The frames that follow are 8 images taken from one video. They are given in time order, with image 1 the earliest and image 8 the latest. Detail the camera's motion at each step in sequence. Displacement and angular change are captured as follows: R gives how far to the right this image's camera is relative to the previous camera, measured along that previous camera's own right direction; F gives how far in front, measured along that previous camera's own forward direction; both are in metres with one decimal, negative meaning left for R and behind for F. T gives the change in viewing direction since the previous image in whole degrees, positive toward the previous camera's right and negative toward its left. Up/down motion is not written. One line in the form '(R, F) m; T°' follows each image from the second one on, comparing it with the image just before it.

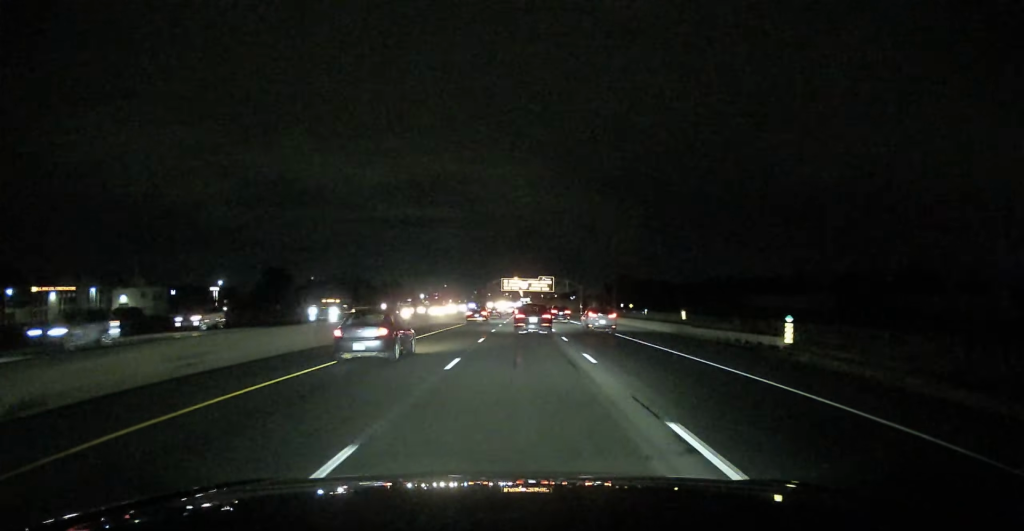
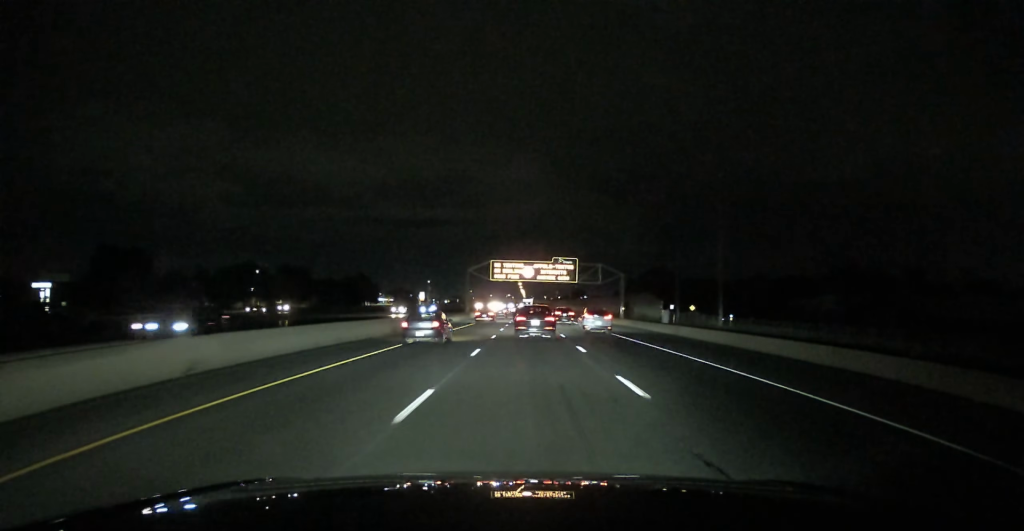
(-0.1, +69.9) m; 0°
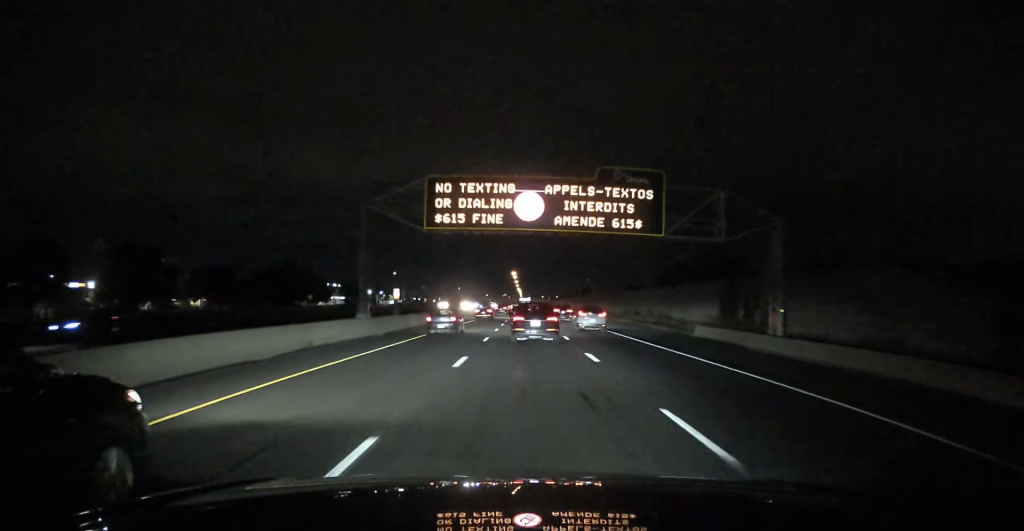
(-0.3, +44.2) m; 0°
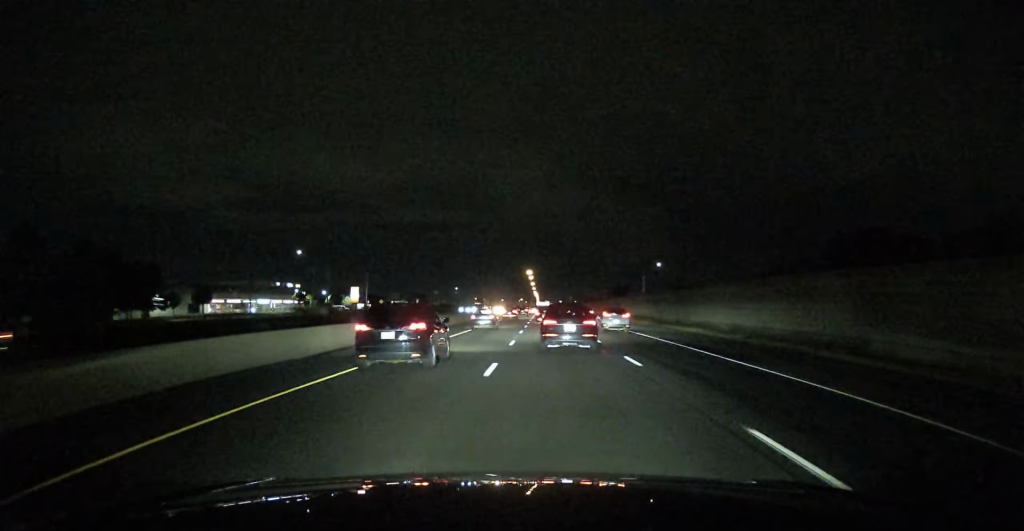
(-0.1, +73.5) m; 0°
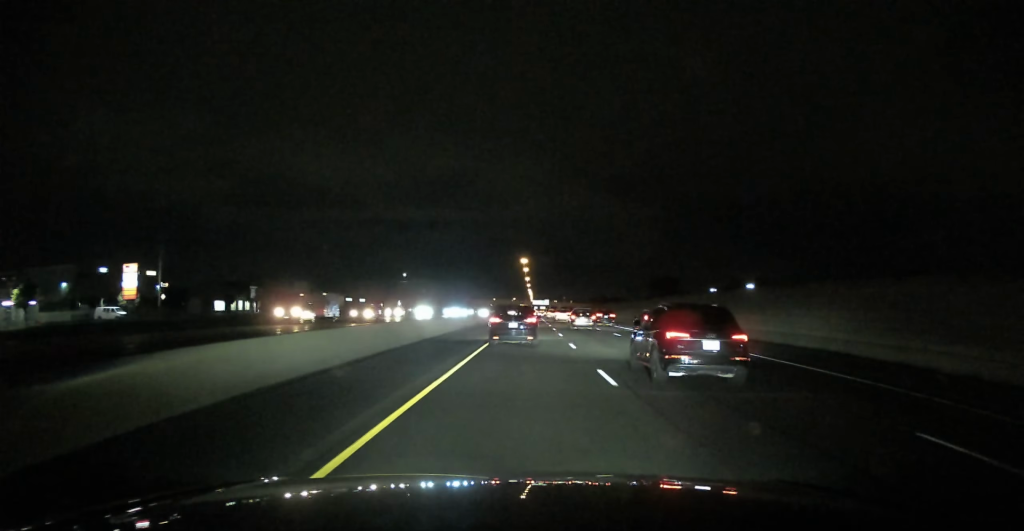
(+0.2, +99.3) m; 0°
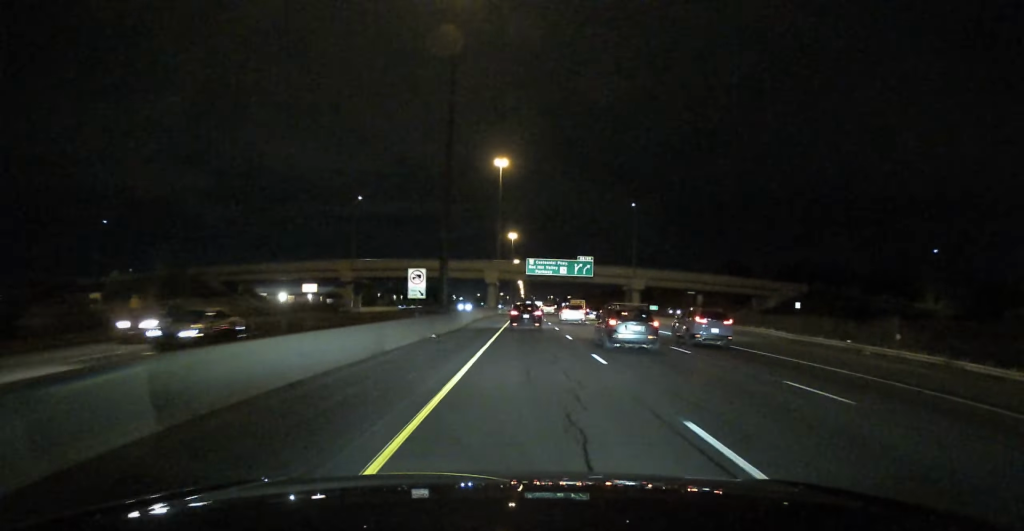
(+1.7, +300.2) m; 0°
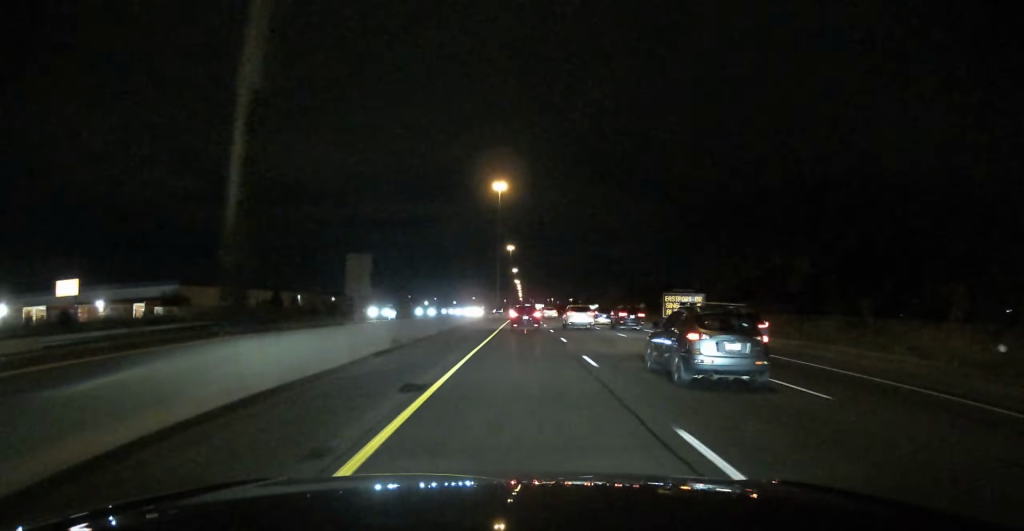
(-0.2, +112.9) m; 0°
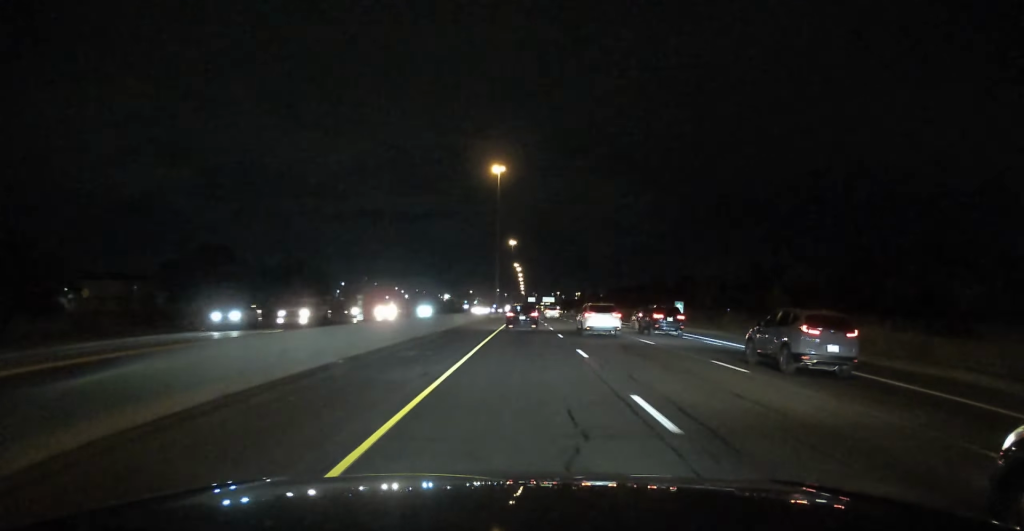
(+0.6, +160.8) m; 0°
